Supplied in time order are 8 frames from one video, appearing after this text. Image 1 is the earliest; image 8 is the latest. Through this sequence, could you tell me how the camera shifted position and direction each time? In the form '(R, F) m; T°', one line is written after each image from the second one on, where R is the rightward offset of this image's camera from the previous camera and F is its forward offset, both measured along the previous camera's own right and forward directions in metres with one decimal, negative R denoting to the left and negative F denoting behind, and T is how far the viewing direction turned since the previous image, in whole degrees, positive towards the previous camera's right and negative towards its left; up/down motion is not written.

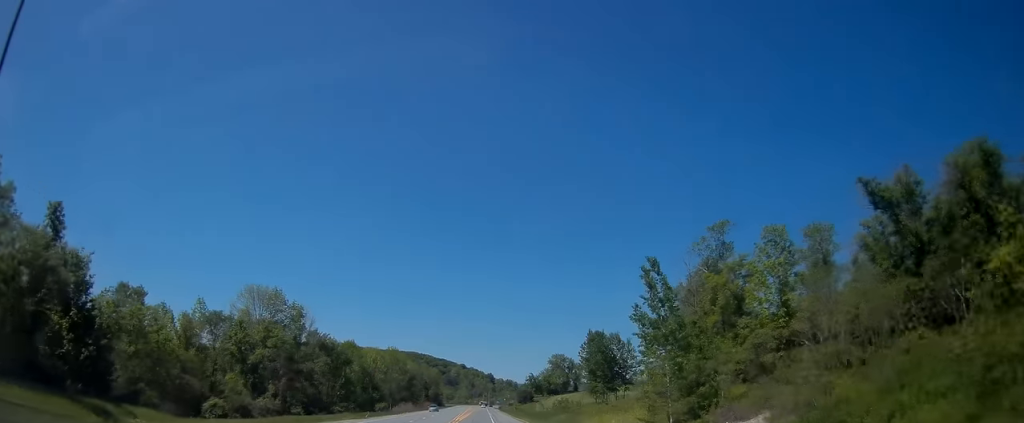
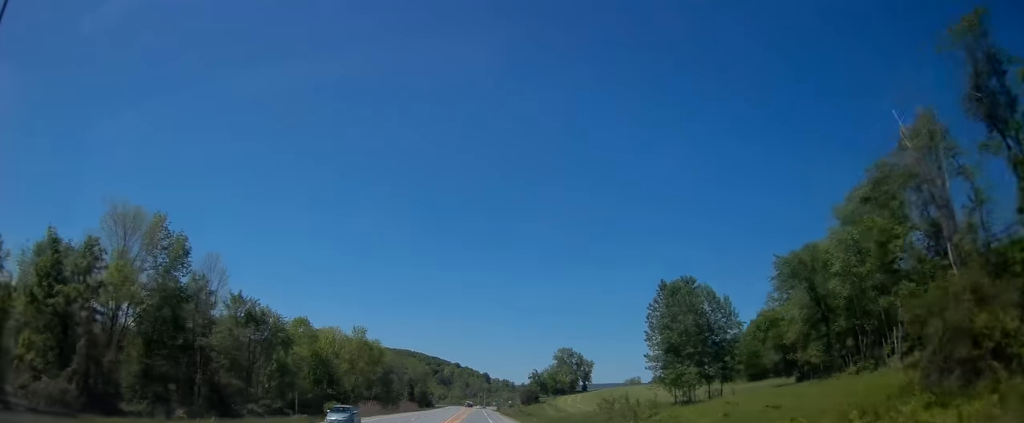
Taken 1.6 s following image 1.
(+0.5, +40.8) m; +2°
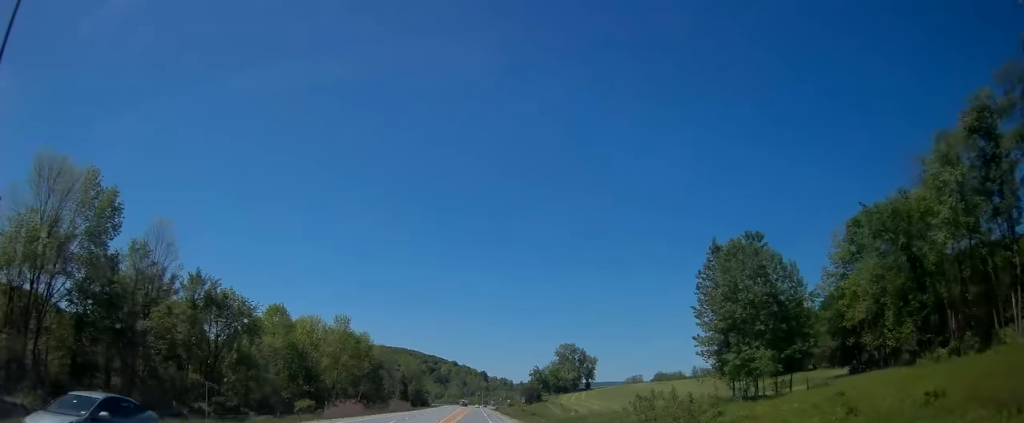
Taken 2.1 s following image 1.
(+0.1, +13.9) m; 0°
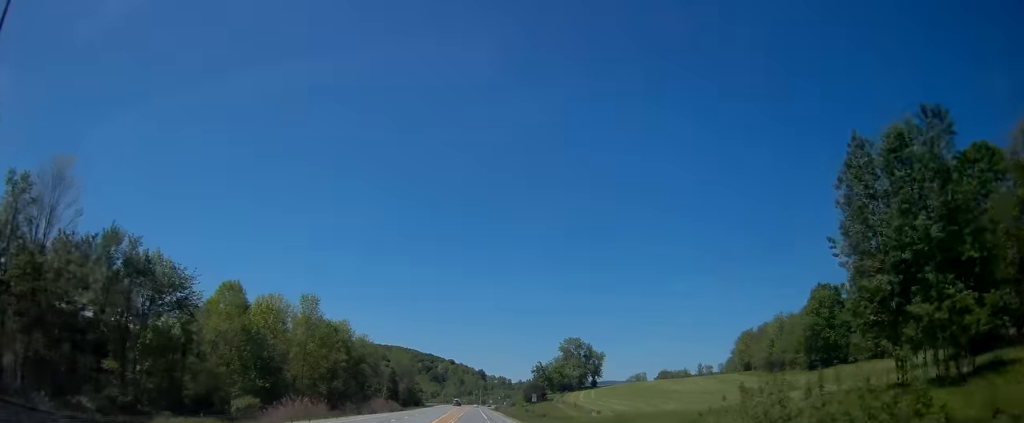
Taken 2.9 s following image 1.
(0.0, +19.9) m; 0°
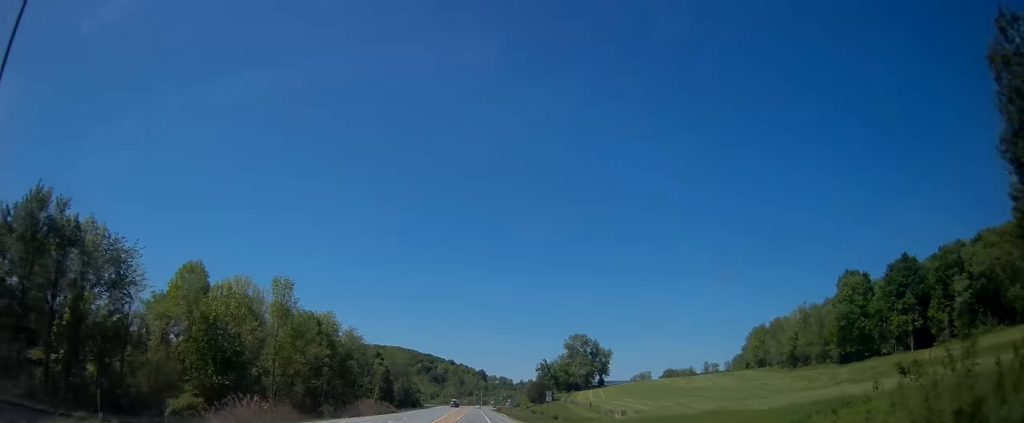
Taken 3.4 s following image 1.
(-0.1, +13.0) m; 0°
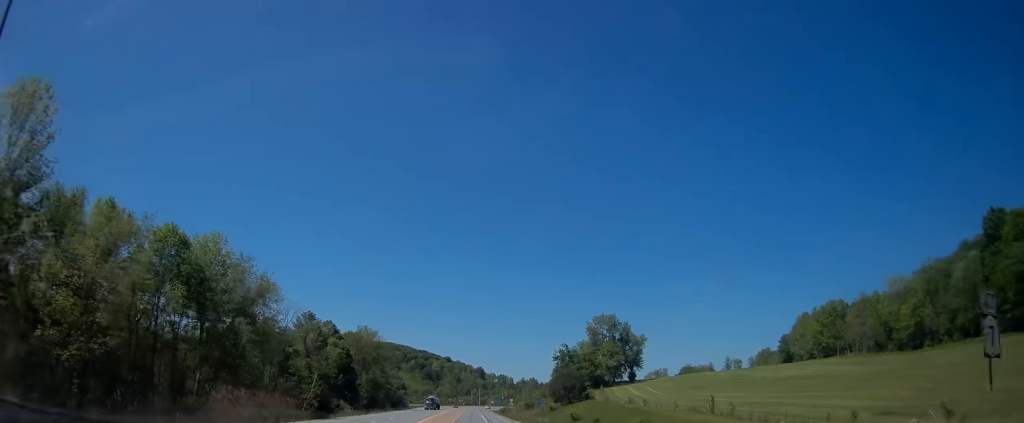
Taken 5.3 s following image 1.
(+0.1, +50.9) m; 0°
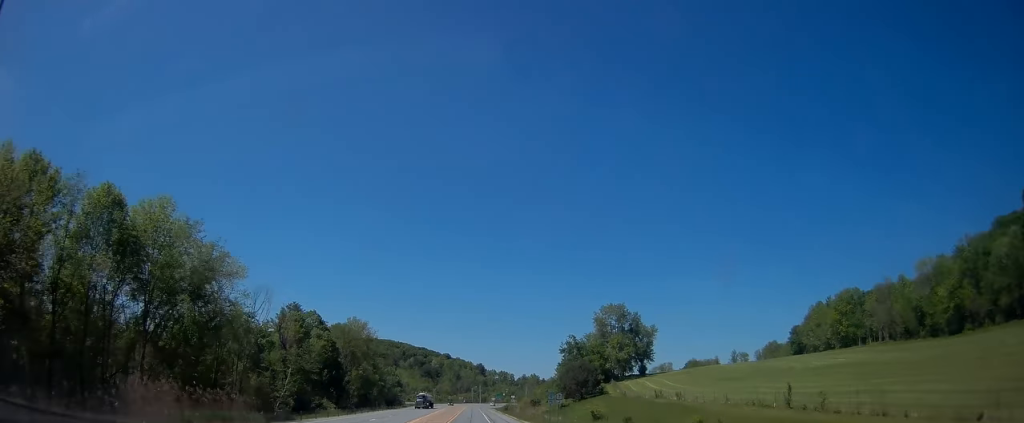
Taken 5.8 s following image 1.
(0.0, +11.9) m; 0°
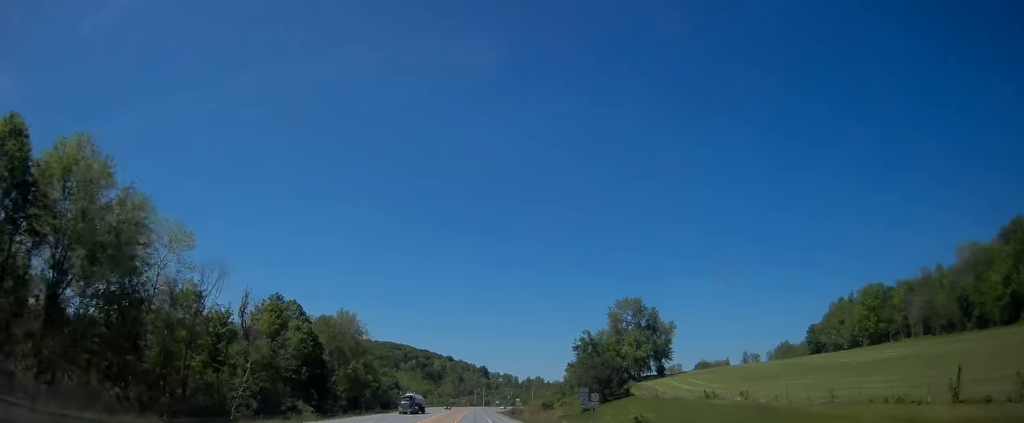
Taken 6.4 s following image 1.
(0.0, +14.5) m; 0°
